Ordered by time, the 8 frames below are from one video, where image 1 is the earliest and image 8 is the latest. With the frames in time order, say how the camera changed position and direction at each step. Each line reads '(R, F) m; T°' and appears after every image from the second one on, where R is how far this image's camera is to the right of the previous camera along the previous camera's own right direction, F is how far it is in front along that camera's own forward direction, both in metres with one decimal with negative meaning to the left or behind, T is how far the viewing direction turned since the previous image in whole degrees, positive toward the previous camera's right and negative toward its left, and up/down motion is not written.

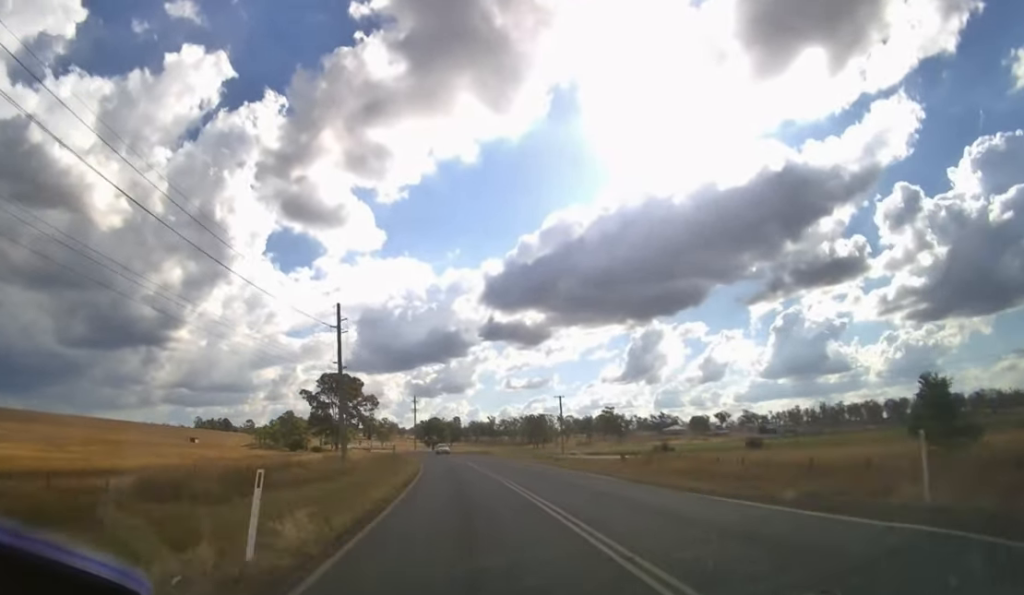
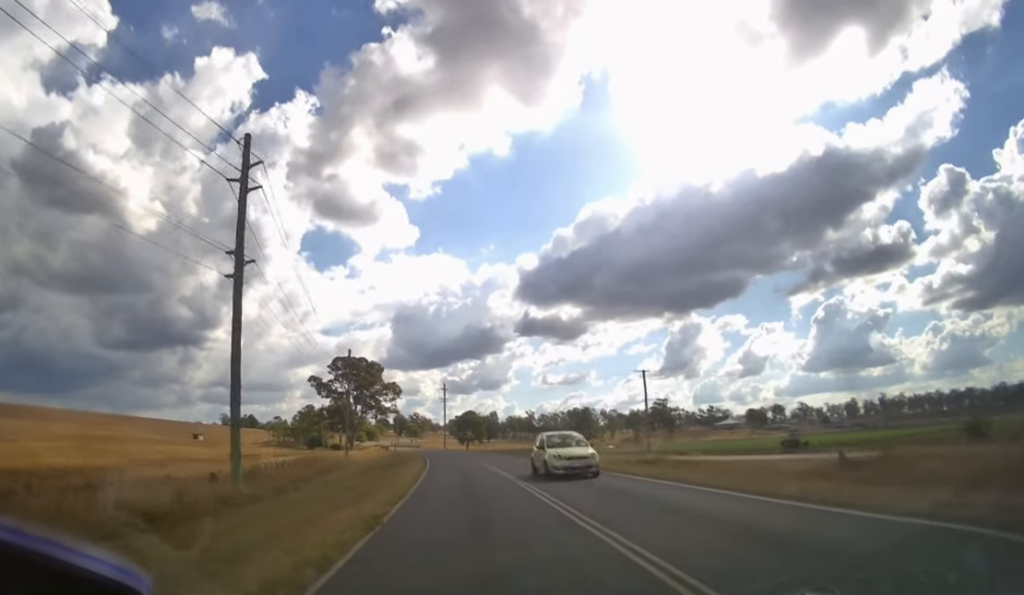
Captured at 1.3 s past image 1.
(-1.2, +30.7) m; -4°
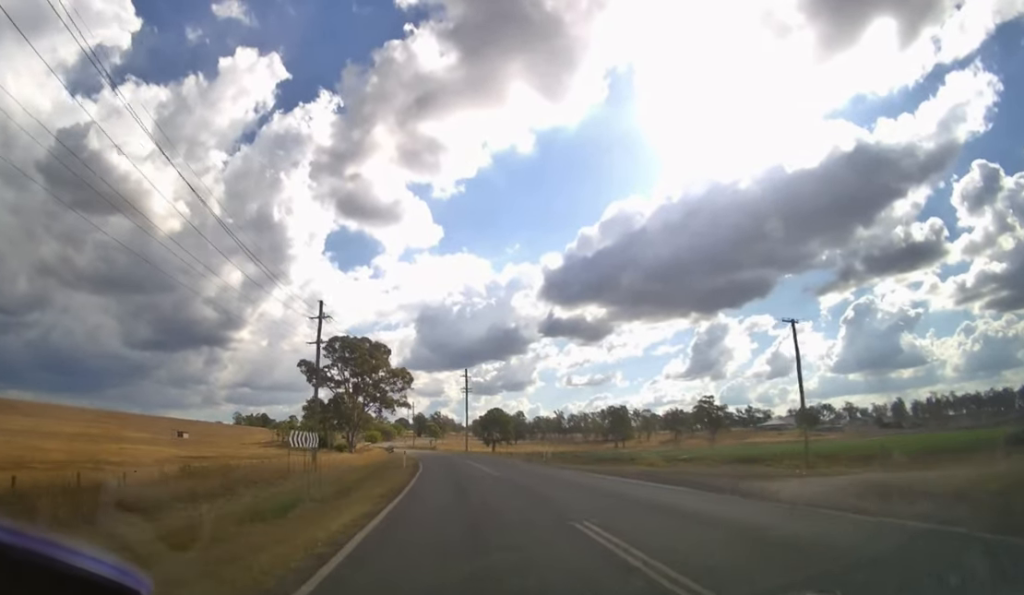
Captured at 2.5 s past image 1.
(-0.8, +27.7) m; -4°
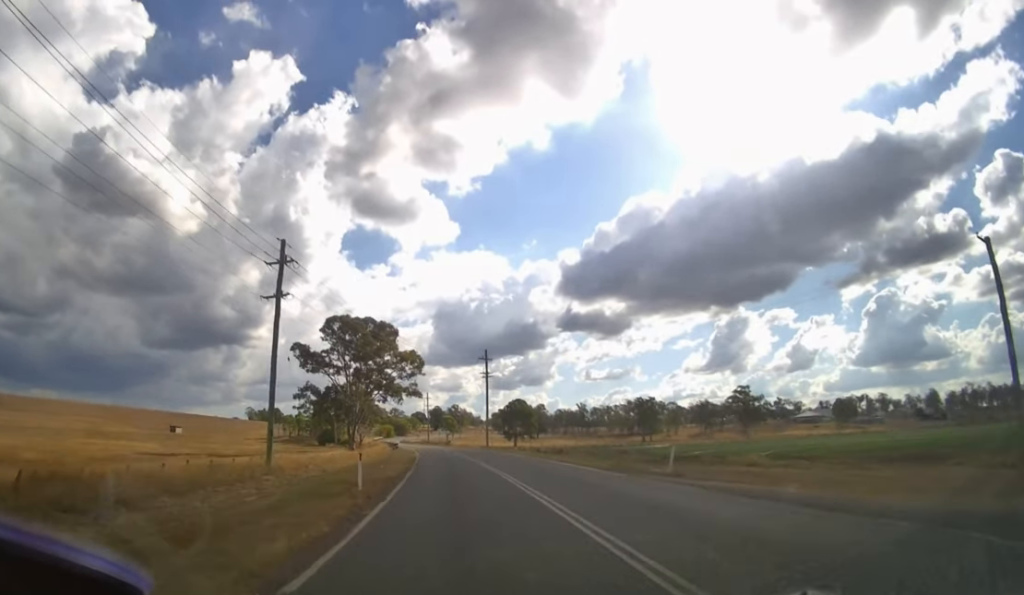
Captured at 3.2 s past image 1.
(-0.3, +15.4) m; -2°
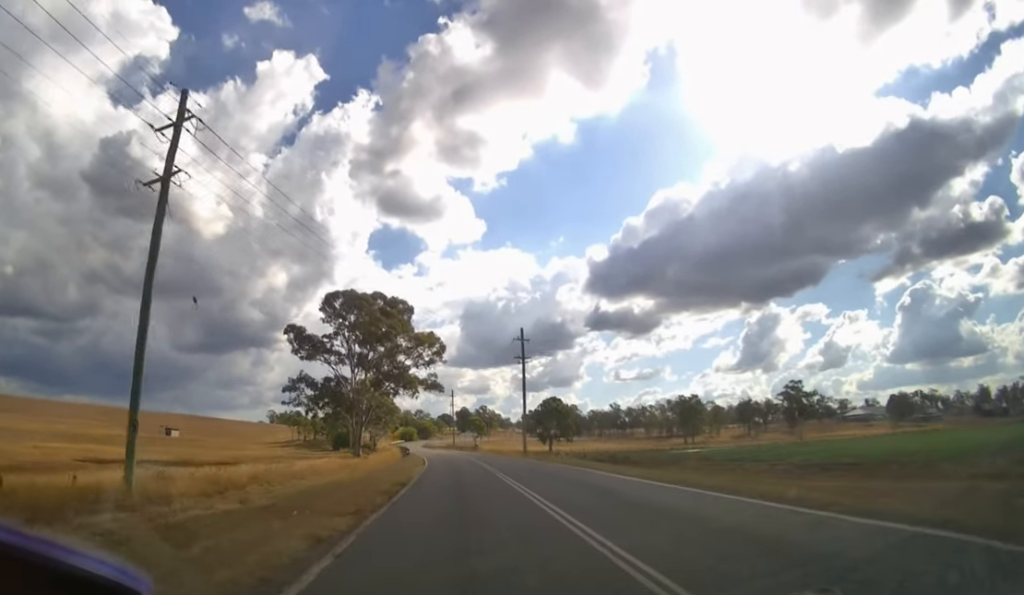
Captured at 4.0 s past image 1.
(-0.3, +15.7) m; -2°
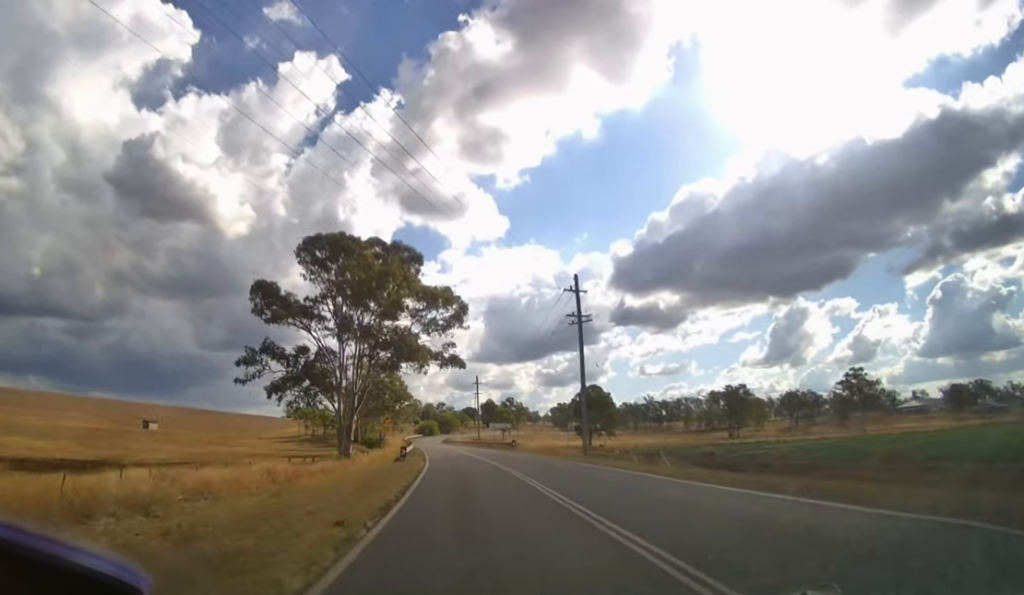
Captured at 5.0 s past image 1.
(-0.4, +18.1) m; -3°
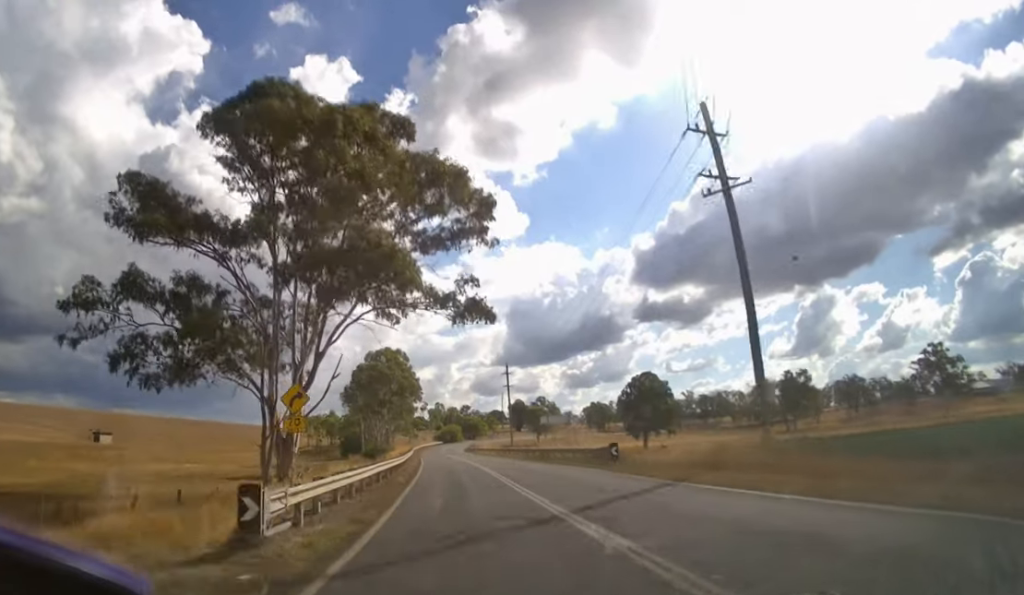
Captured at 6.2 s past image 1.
(-0.6, +23.4) m; -3°
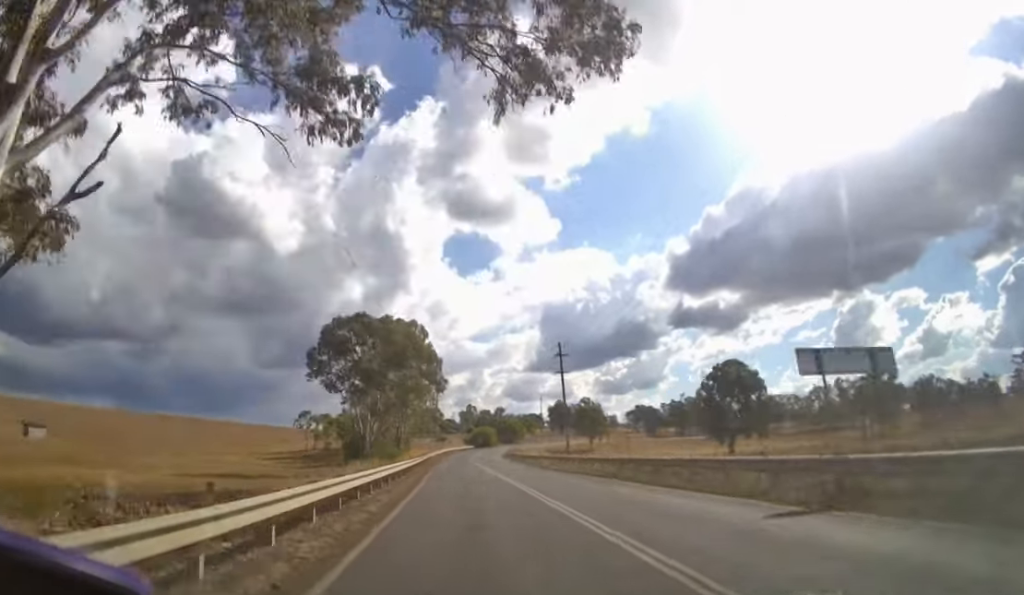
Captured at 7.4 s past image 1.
(-0.6, +25.1) m; -3°
